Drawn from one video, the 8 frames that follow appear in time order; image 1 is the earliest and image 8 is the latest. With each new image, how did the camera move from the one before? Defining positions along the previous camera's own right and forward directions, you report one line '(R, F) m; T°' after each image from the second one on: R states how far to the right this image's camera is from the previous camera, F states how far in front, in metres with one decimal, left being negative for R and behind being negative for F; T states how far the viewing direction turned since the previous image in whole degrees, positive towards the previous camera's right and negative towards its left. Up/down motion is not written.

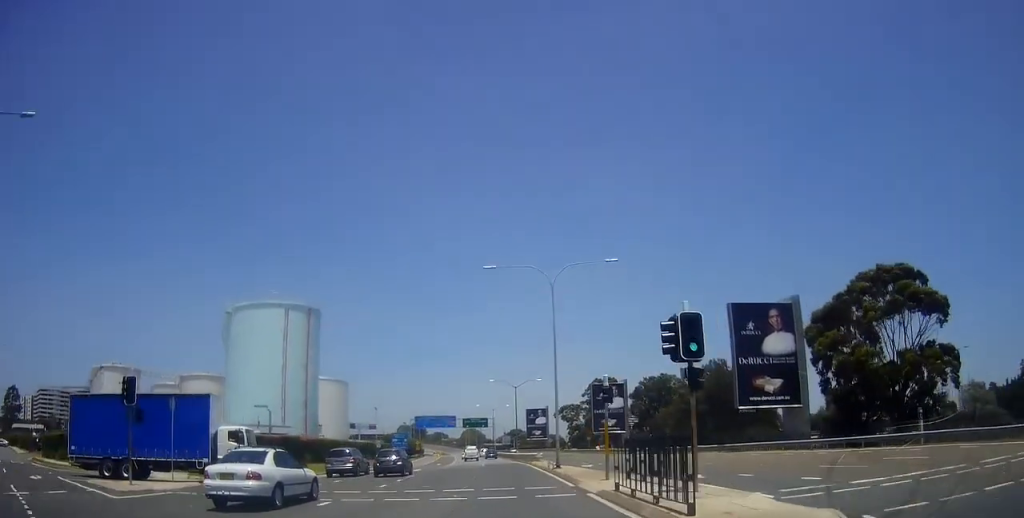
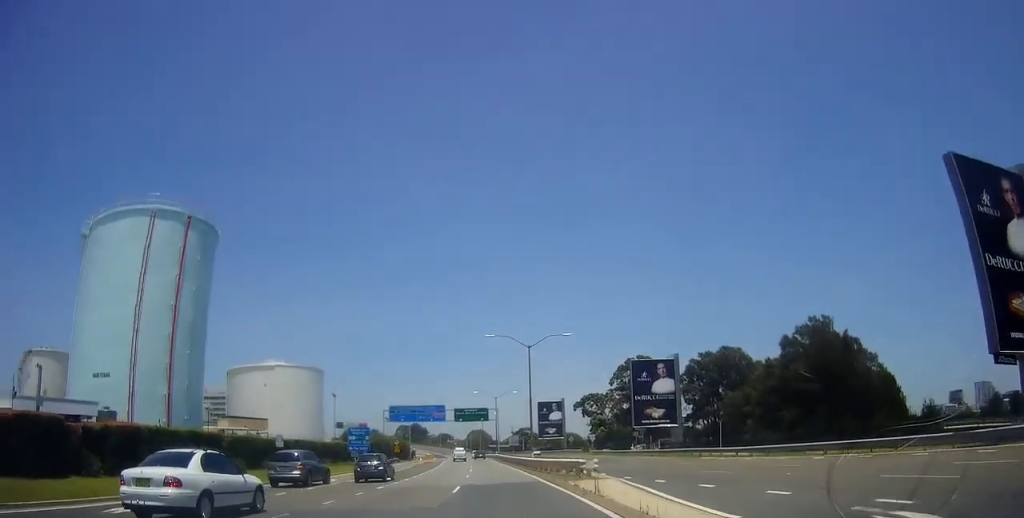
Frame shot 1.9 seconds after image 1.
(-1.0, +30.9) m; -1°
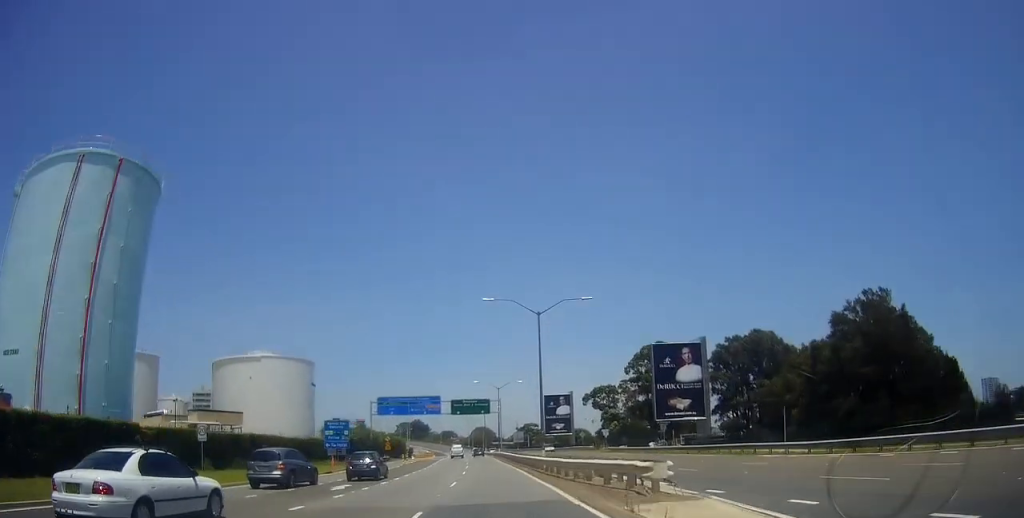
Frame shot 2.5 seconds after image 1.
(+0.1, +10.4) m; 0°
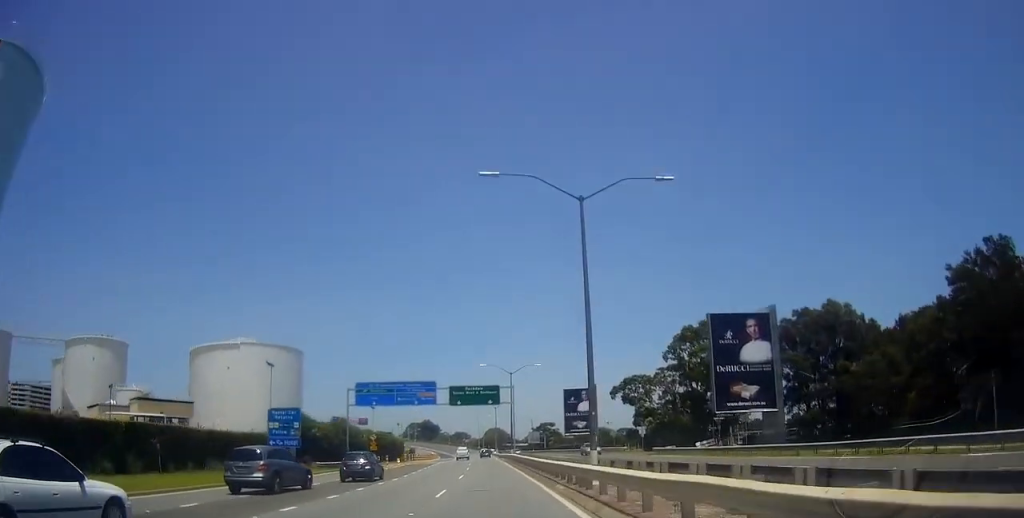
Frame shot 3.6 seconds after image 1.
(-0.3, +17.0) m; -2°
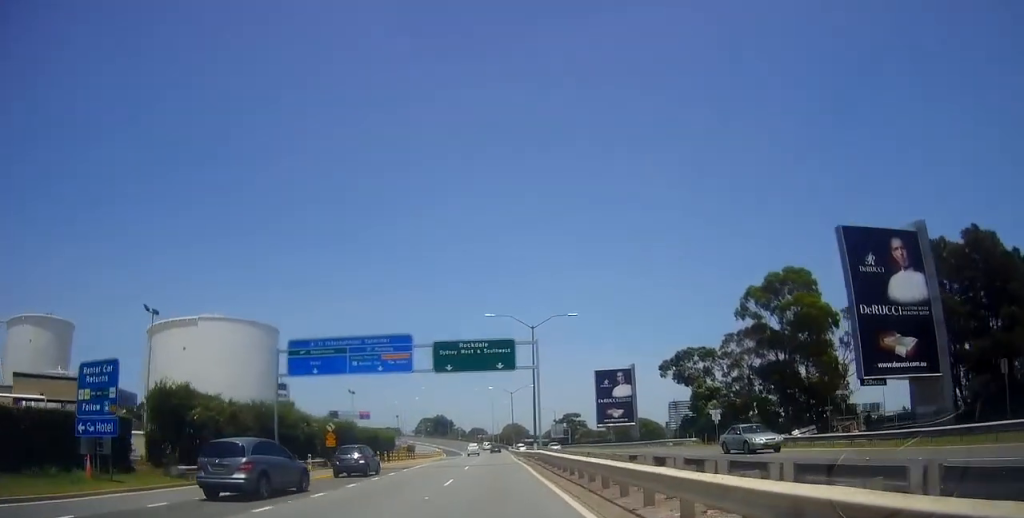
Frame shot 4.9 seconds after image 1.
(-0.4, +22.3) m; 0°
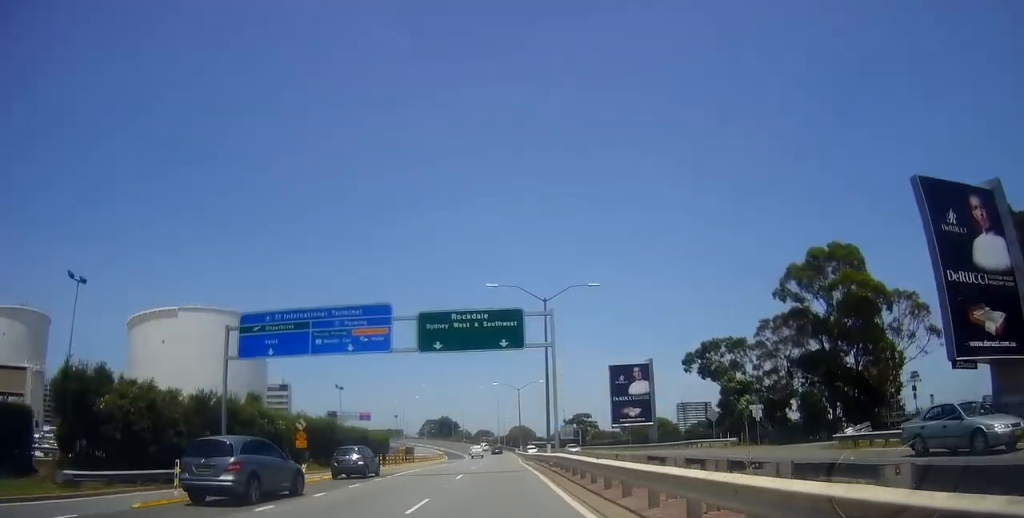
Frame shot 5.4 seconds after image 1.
(0.0, +8.2) m; 0°
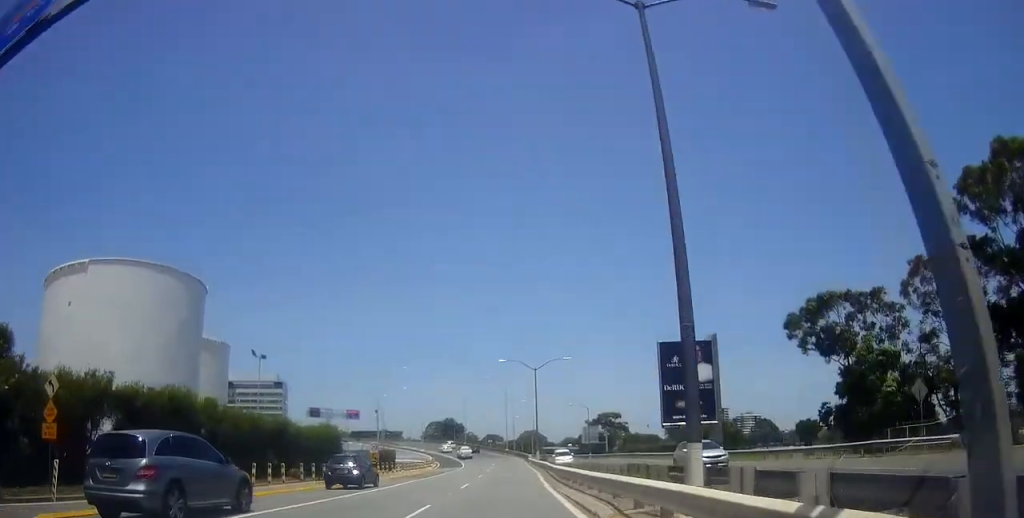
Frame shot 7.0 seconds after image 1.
(-0.3, +25.1) m; -3°
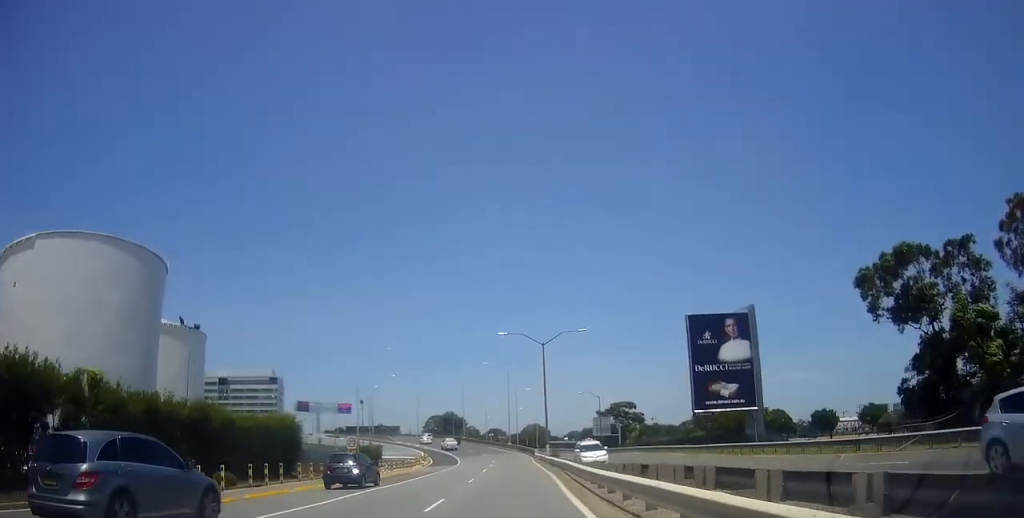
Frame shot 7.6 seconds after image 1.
(-0.2, +10.9) m; -1°
